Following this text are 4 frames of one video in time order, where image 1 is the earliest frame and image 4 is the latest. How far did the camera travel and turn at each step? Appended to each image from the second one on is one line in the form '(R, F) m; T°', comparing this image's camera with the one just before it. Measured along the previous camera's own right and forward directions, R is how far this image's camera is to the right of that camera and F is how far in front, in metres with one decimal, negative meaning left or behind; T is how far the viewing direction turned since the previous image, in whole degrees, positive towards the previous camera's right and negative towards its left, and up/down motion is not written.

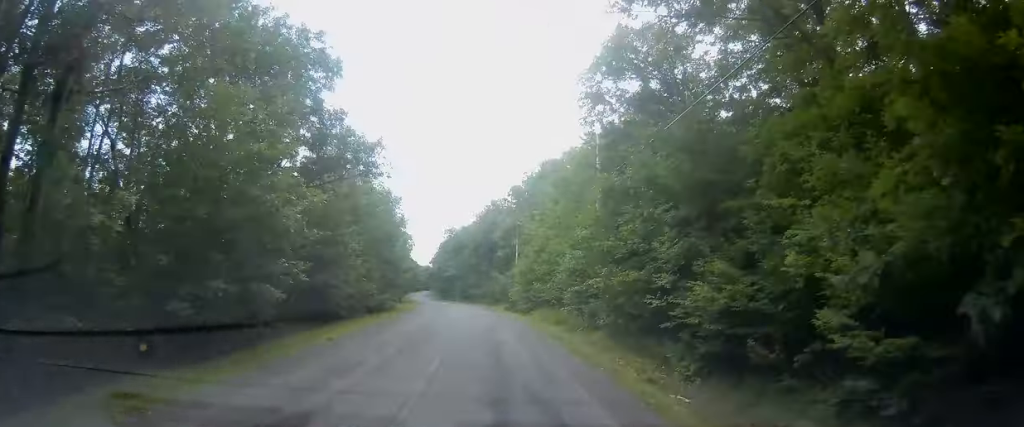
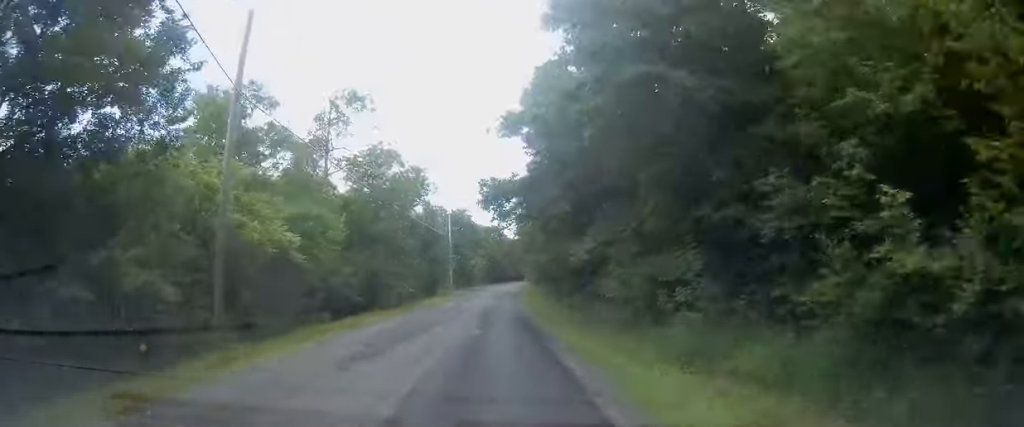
(-12.6, +123.0) m; -10°
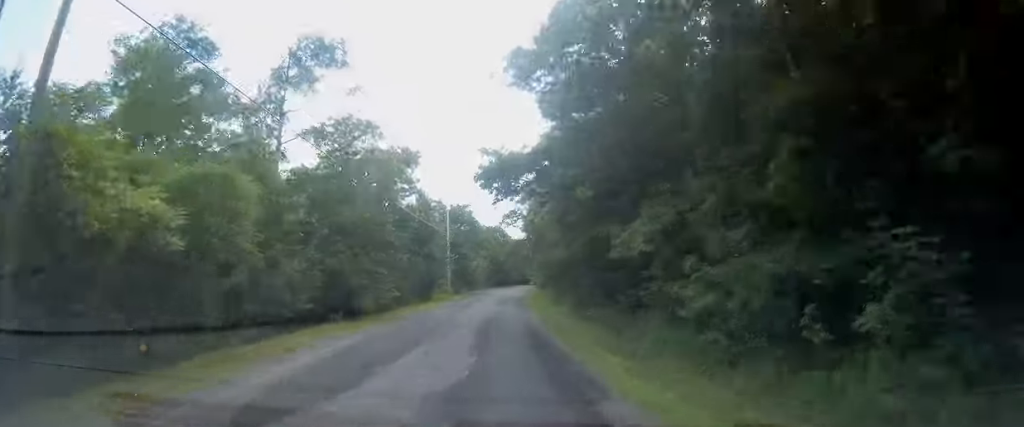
(-0.1, +8.9) m; 0°
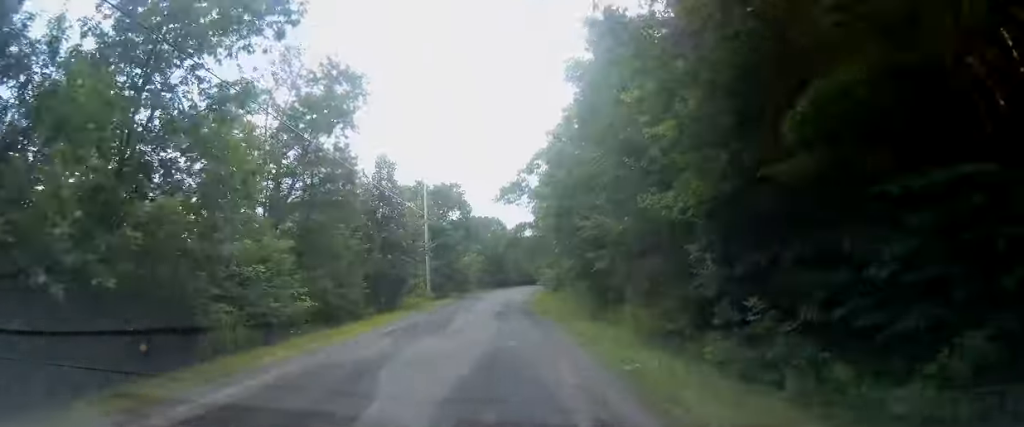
(-0.1, +19.7) m; 0°
